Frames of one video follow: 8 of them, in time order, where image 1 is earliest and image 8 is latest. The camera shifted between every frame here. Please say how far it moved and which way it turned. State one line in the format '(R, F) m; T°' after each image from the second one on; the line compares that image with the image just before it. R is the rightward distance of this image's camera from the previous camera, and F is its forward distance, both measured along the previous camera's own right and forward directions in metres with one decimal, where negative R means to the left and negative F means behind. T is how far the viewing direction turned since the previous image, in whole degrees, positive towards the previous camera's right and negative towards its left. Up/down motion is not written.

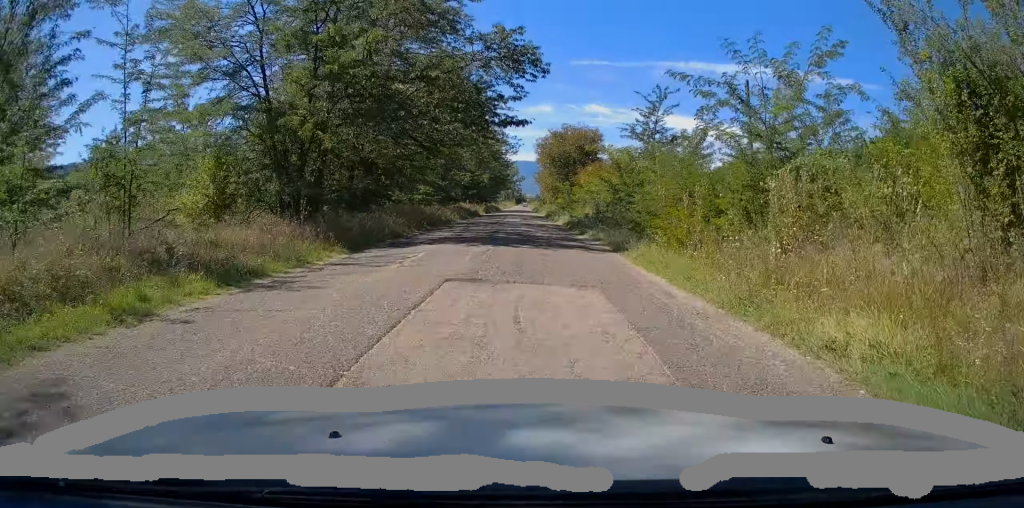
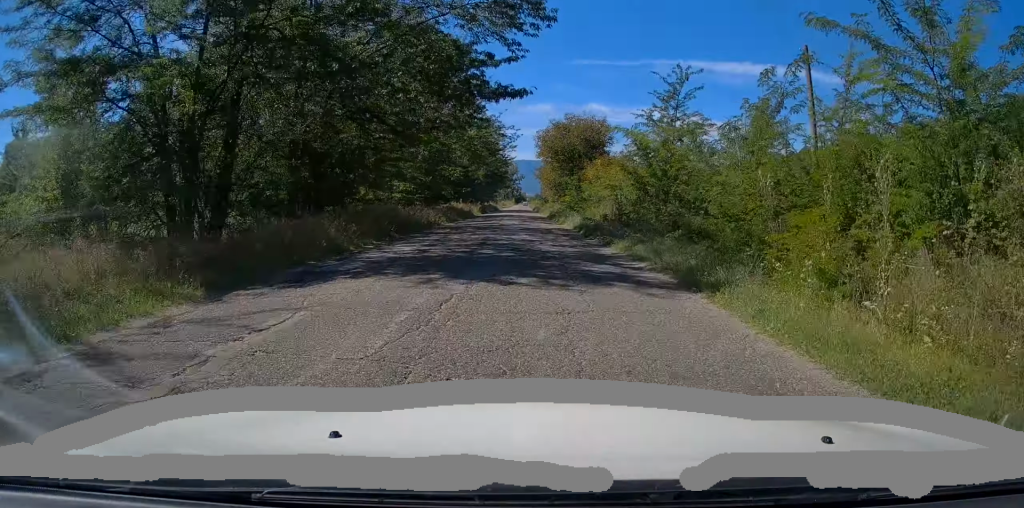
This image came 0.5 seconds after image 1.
(+0.1, +7.5) m; 0°
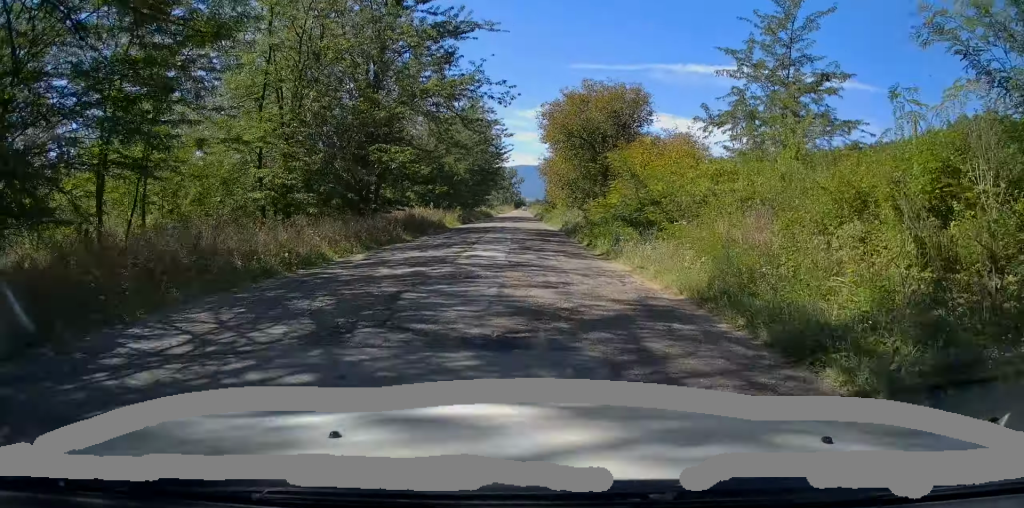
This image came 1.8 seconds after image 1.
(-0.2, +20.3) m; -2°
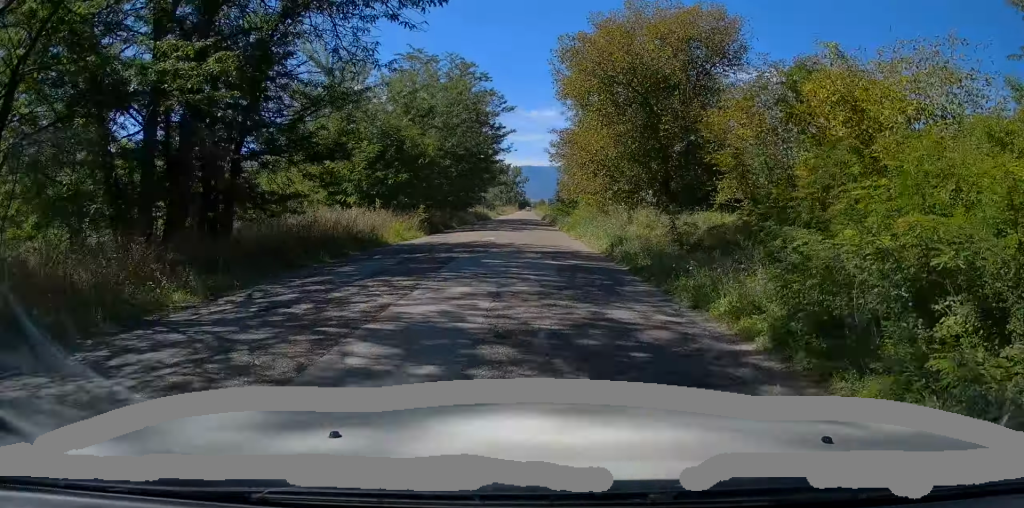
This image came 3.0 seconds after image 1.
(-0.2, +18.0) m; 0°
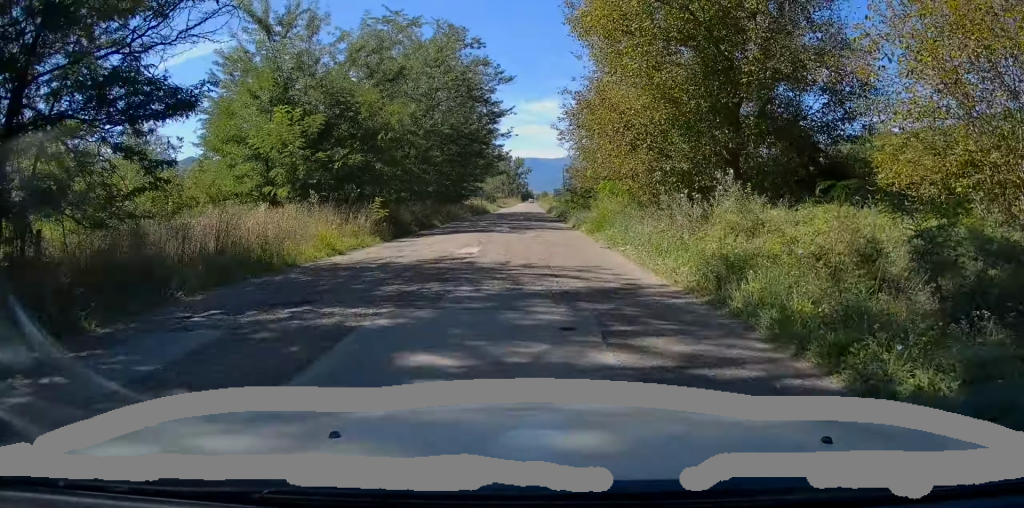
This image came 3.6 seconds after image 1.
(0.0, +8.8) m; 0°
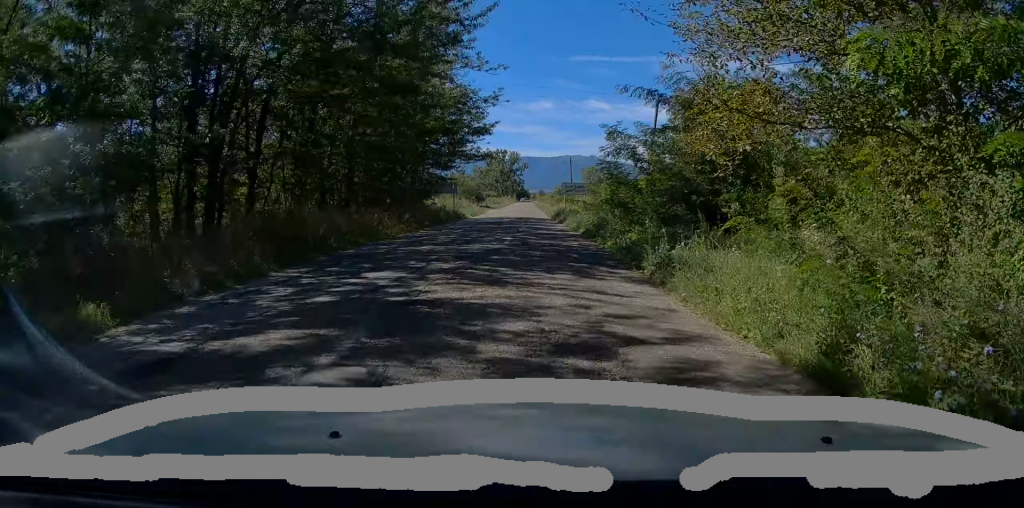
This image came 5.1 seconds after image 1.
(-0.1, +24.5) m; -1°
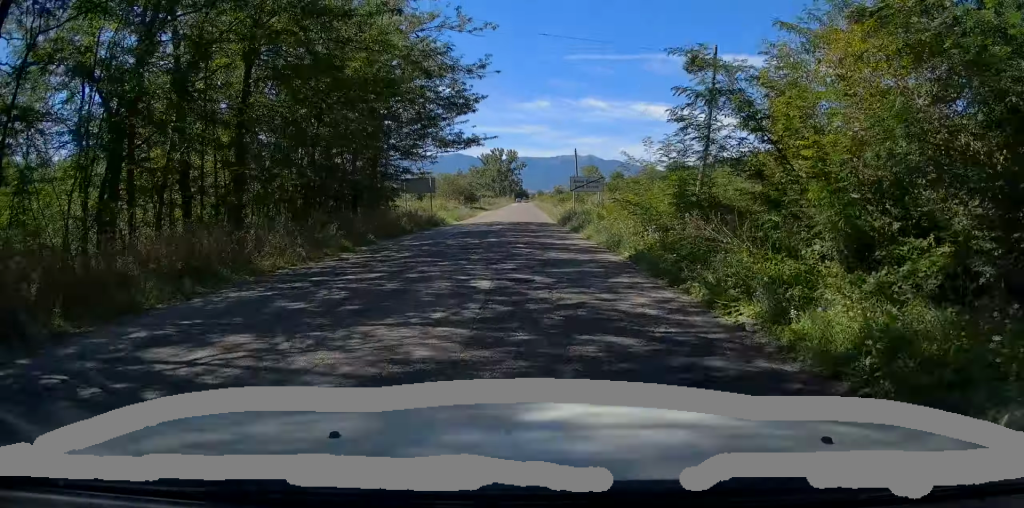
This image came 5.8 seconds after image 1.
(0.0, +11.1) m; 0°
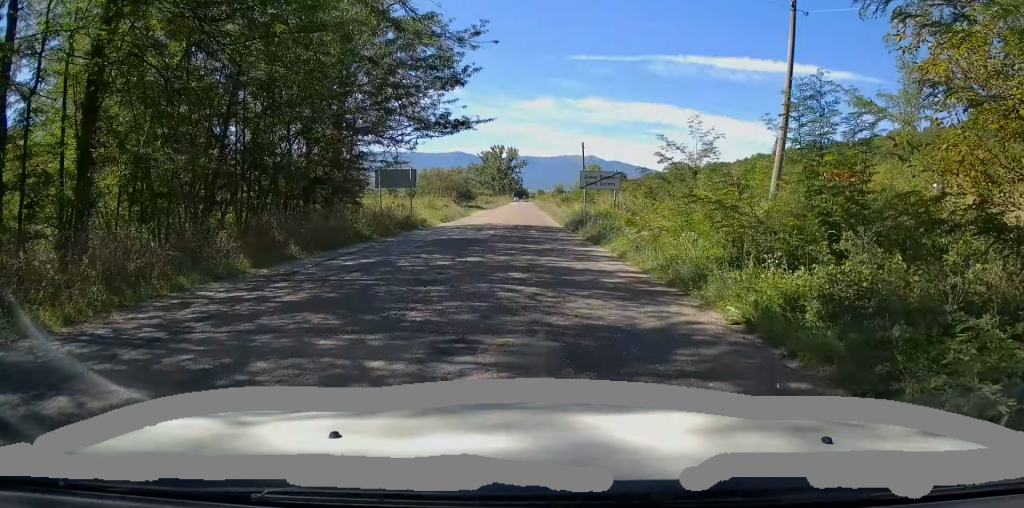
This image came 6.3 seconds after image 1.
(+0.1, +6.9) m; 0°
